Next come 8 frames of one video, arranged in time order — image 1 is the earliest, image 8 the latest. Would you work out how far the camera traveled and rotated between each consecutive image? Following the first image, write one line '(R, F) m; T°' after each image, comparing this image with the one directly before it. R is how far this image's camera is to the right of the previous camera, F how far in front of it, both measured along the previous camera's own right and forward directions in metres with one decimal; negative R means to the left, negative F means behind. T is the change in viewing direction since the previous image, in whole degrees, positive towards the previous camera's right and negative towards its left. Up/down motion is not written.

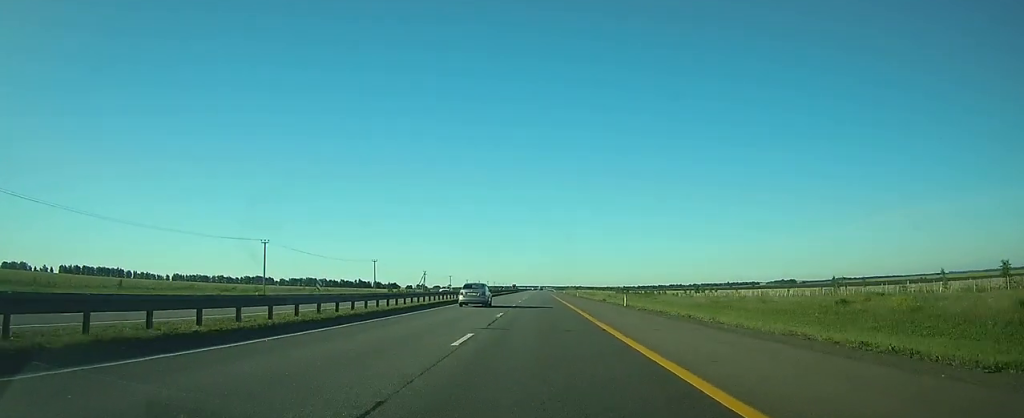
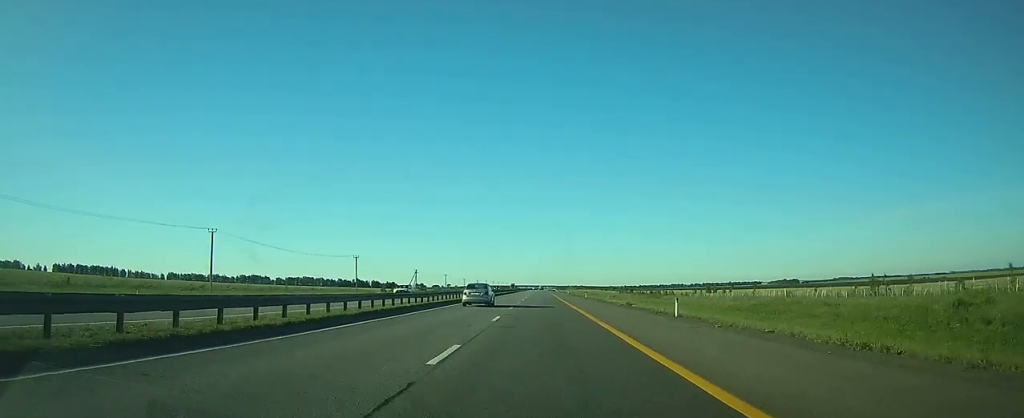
(0.0, +15.0) m; 0°
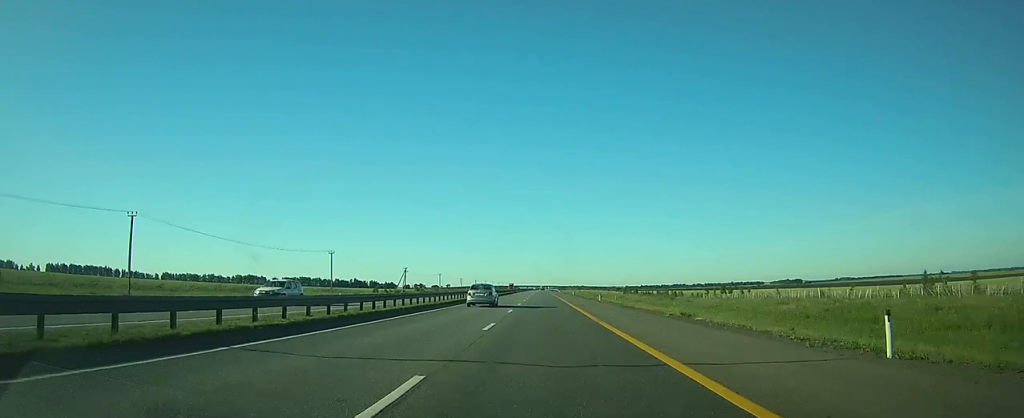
(0.0, +16.1) m; 0°
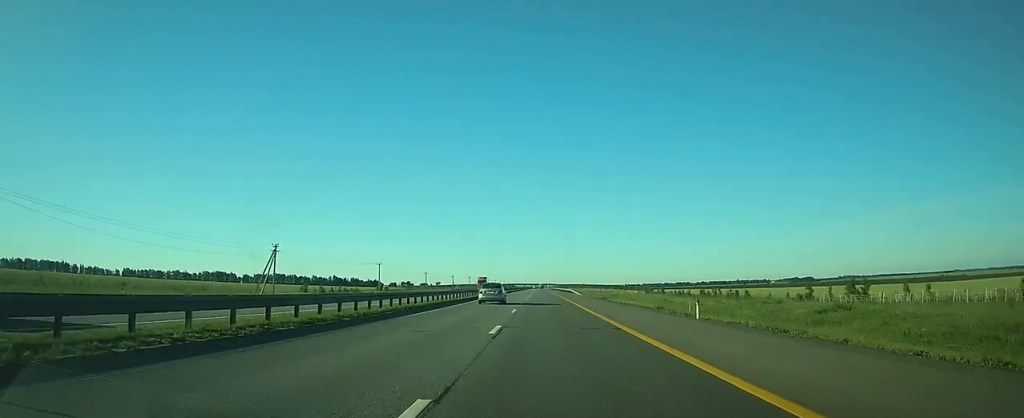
(+0.3, +85.4) m; 0°
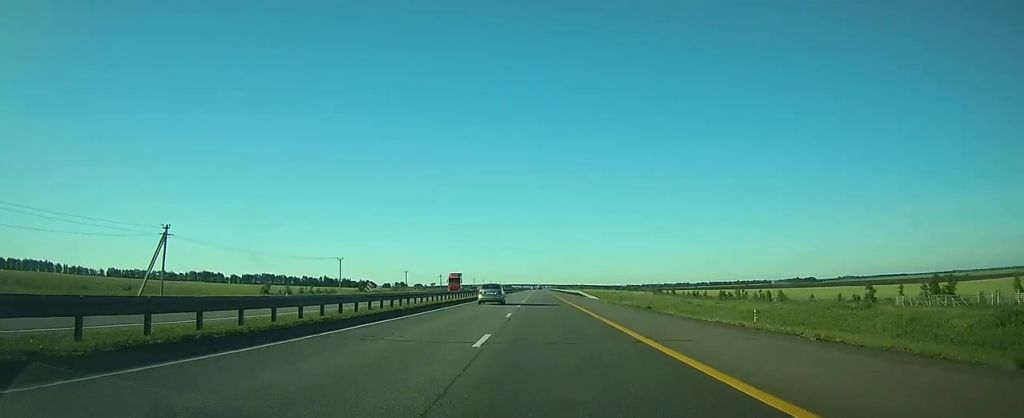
(0.0, +27.2) m; 0°
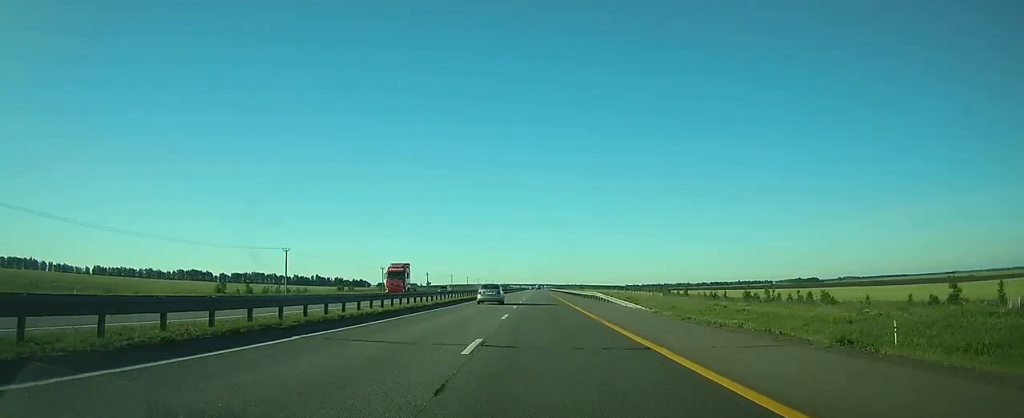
(0.0, +25.0) m; 0°
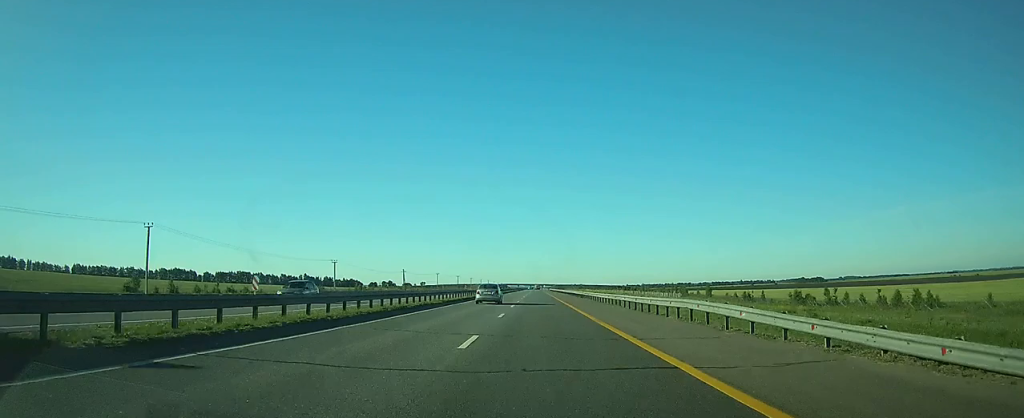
(0.0, +35.0) m; 0°
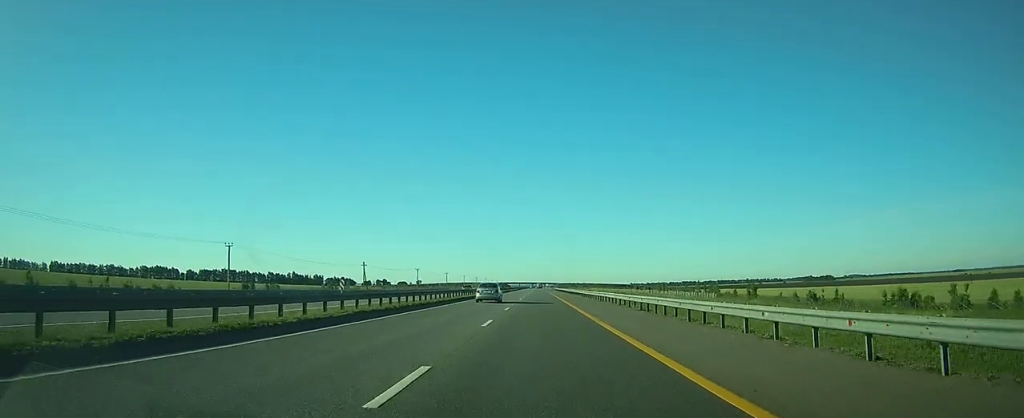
(-0.1, +41.7) m; 0°
